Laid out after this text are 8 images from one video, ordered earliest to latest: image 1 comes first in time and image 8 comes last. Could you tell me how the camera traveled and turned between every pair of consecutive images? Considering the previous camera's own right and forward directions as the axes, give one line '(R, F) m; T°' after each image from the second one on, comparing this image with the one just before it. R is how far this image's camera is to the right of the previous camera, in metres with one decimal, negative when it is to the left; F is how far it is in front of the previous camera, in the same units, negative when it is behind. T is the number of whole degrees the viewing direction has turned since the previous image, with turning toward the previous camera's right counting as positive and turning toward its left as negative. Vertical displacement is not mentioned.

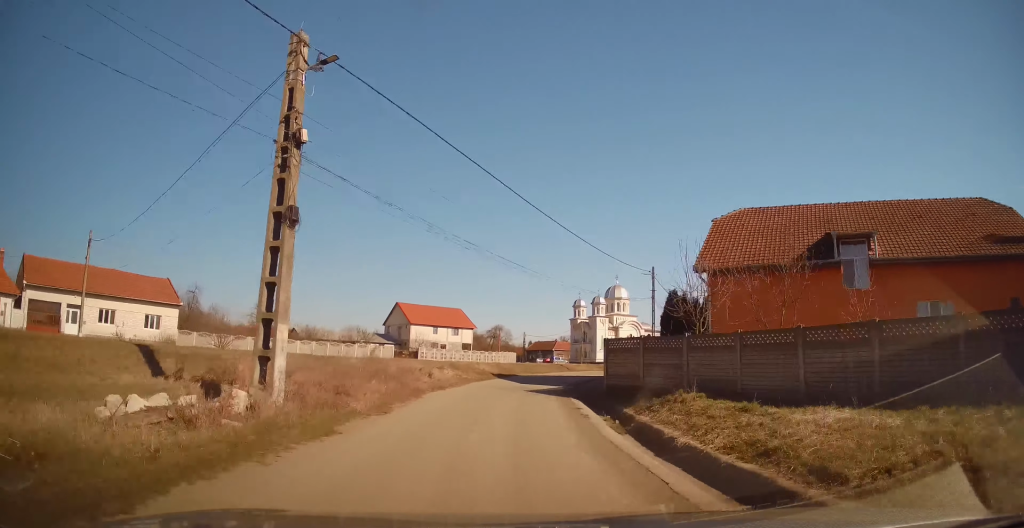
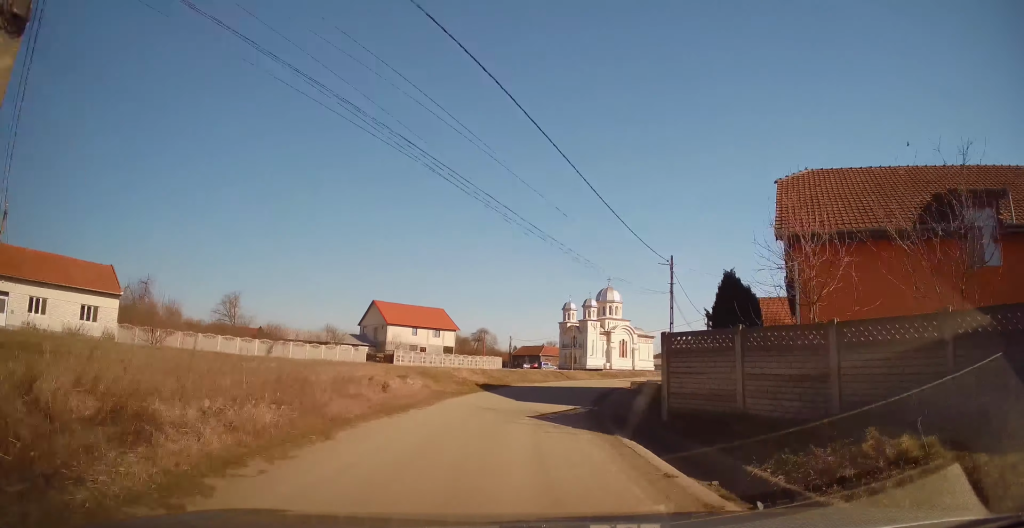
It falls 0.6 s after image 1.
(-0.4, +7.2) m; -1°
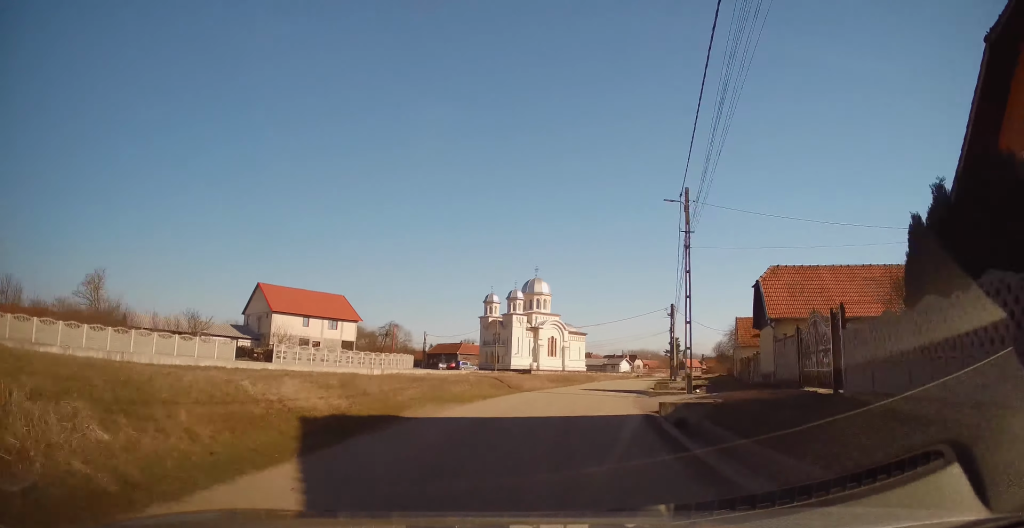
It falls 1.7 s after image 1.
(+0.5, +15.0) m; +4°
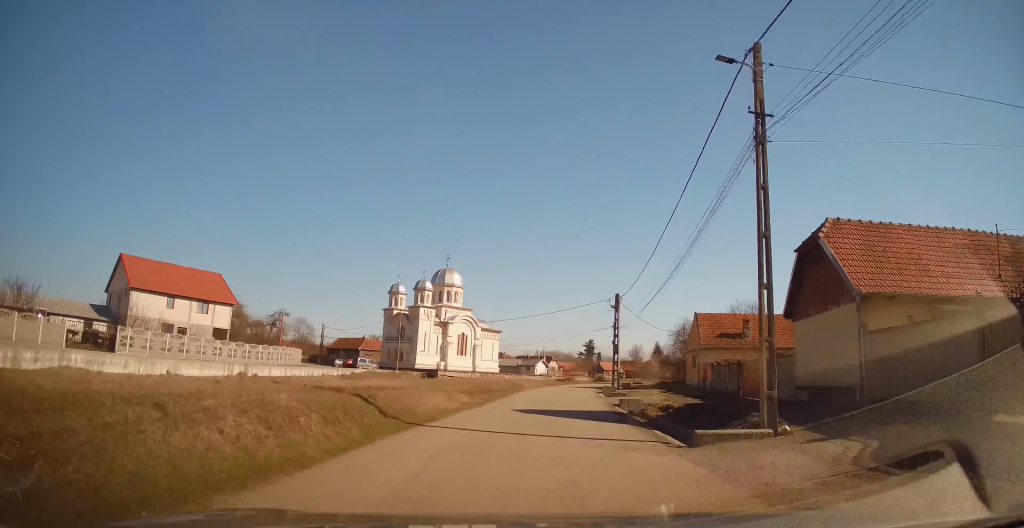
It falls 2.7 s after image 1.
(+0.3, +12.0) m; +7°
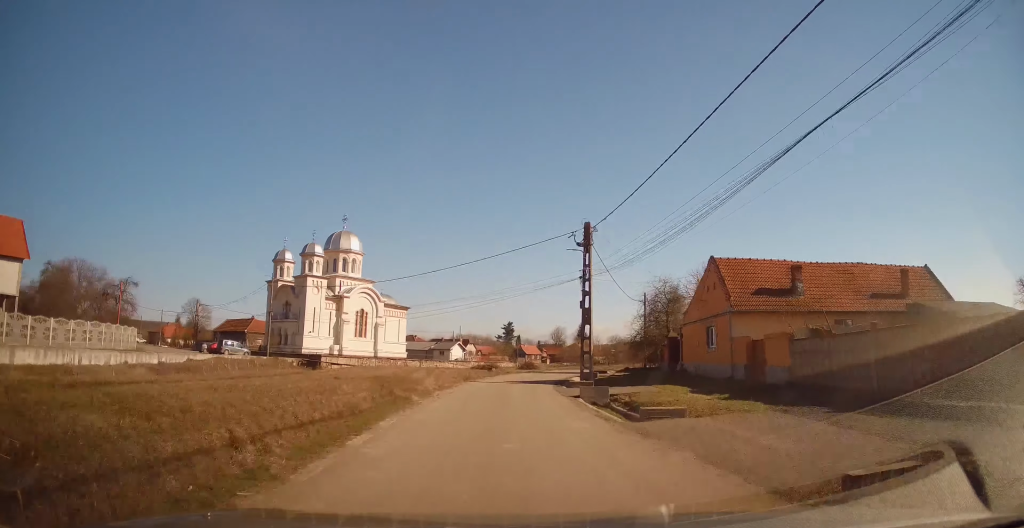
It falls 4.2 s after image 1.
(+2.8, +18.8) m; +13°
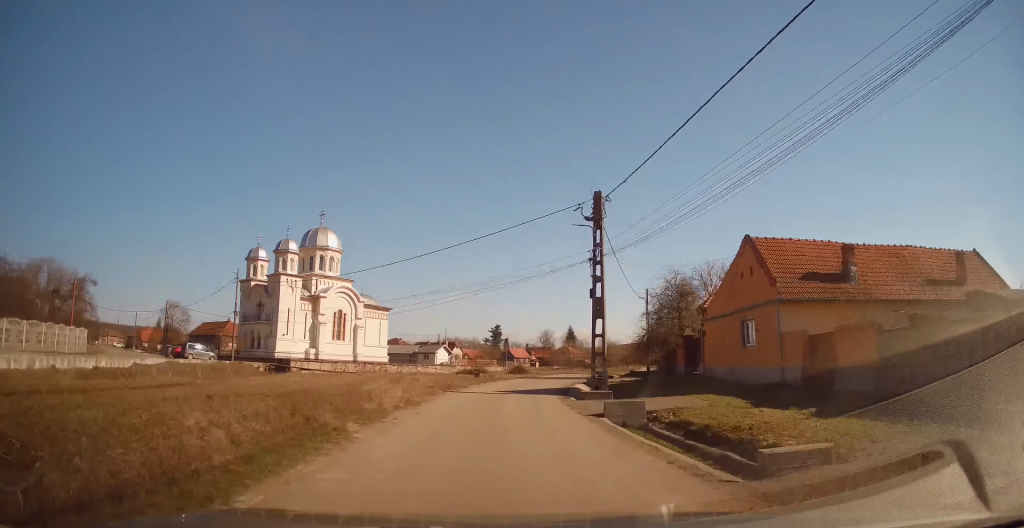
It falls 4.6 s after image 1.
(+0.2, +5.5) m; +2°
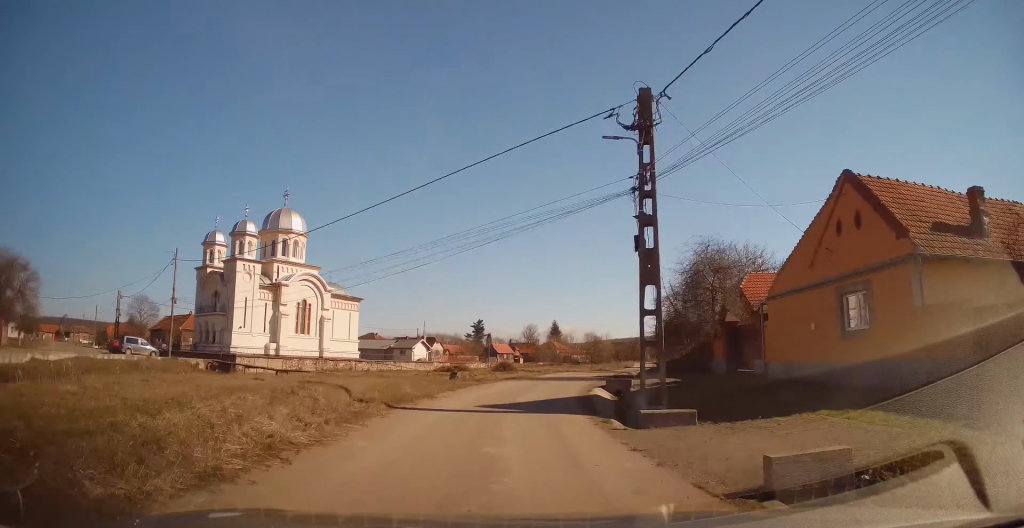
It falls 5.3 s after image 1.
(+0.1, +8.5) m; +2°
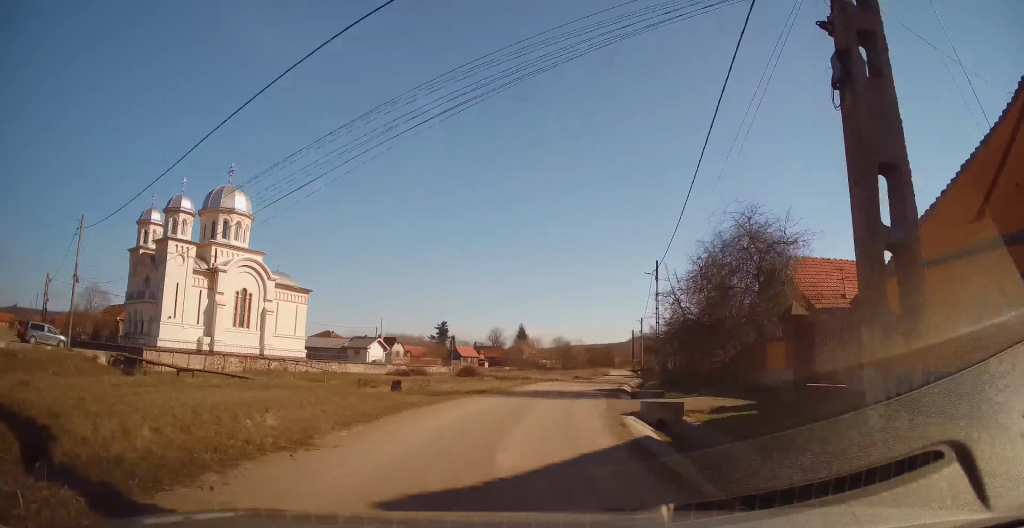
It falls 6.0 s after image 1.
(+0.1, +8.9) m; +3°
